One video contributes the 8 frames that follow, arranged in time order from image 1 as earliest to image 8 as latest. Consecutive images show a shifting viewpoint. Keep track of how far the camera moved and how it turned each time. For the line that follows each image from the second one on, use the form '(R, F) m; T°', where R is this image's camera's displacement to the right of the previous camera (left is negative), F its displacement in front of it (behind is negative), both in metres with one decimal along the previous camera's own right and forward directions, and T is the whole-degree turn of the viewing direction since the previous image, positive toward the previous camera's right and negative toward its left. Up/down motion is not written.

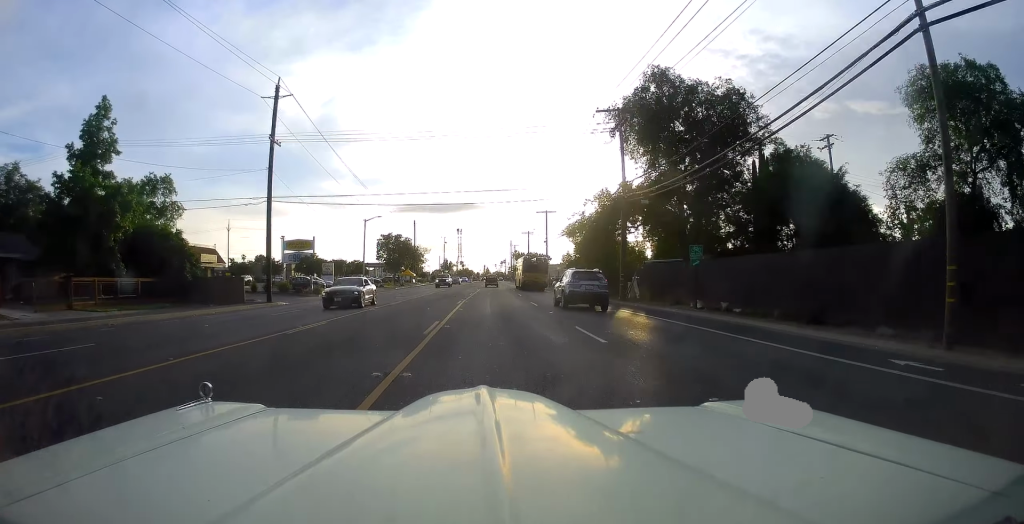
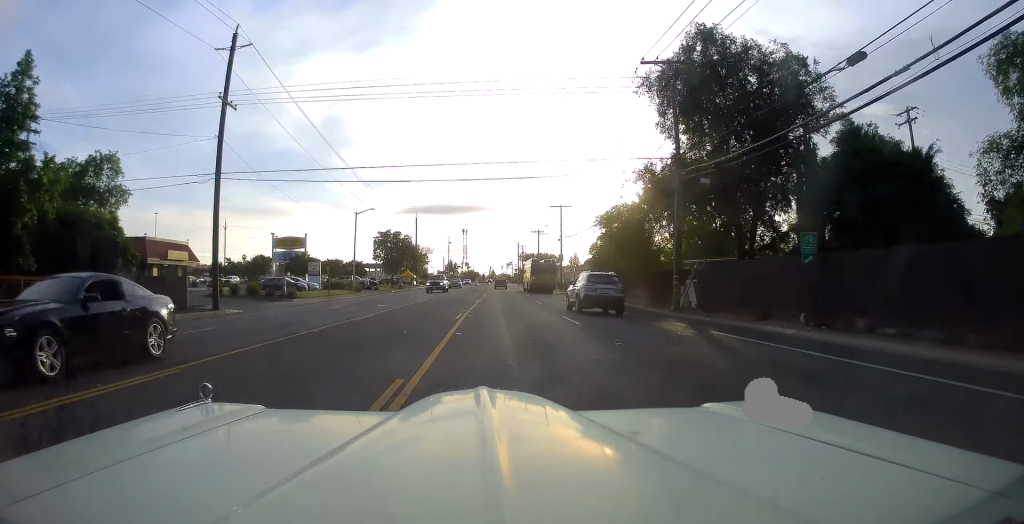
(0.0, +9.0) m; -1°
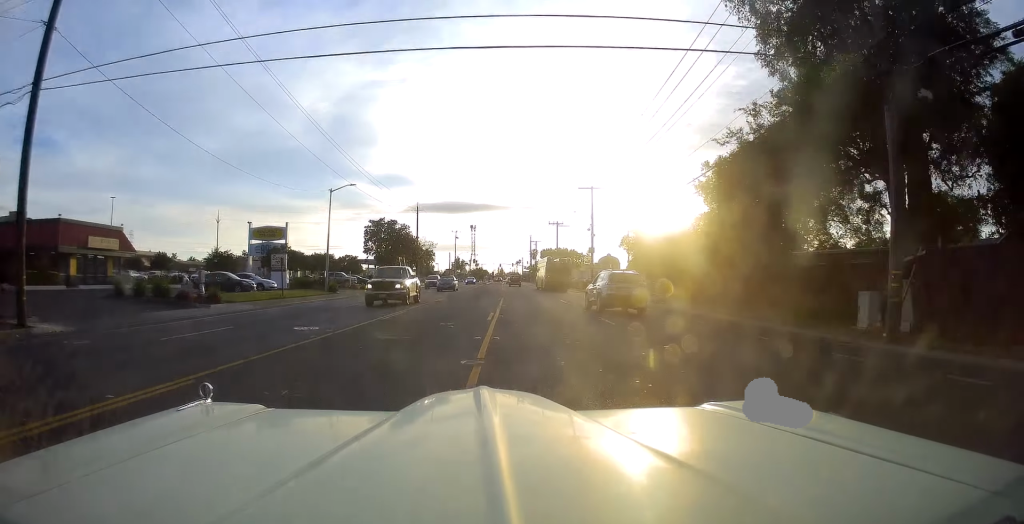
(-0.2, +15.0) m; -1°
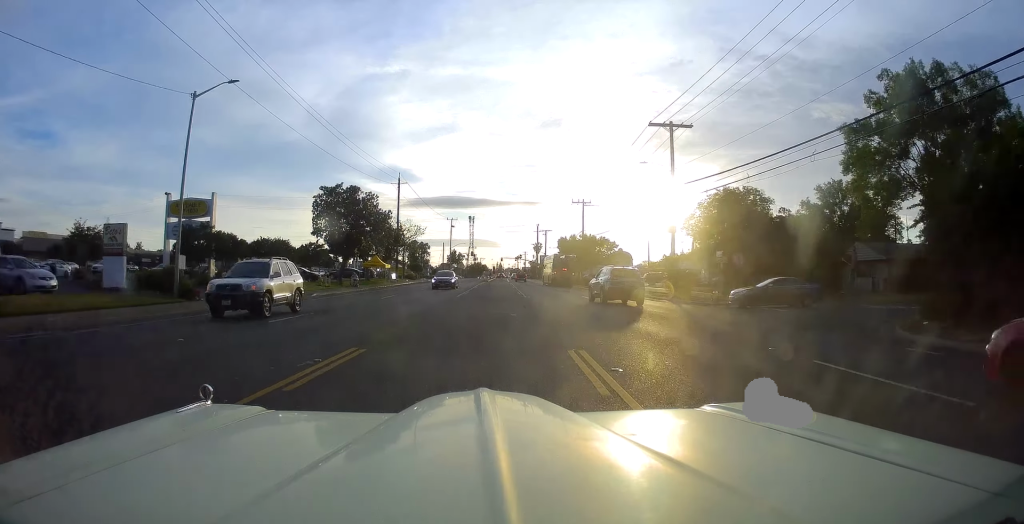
(+0.3, +25.3) m; +1°
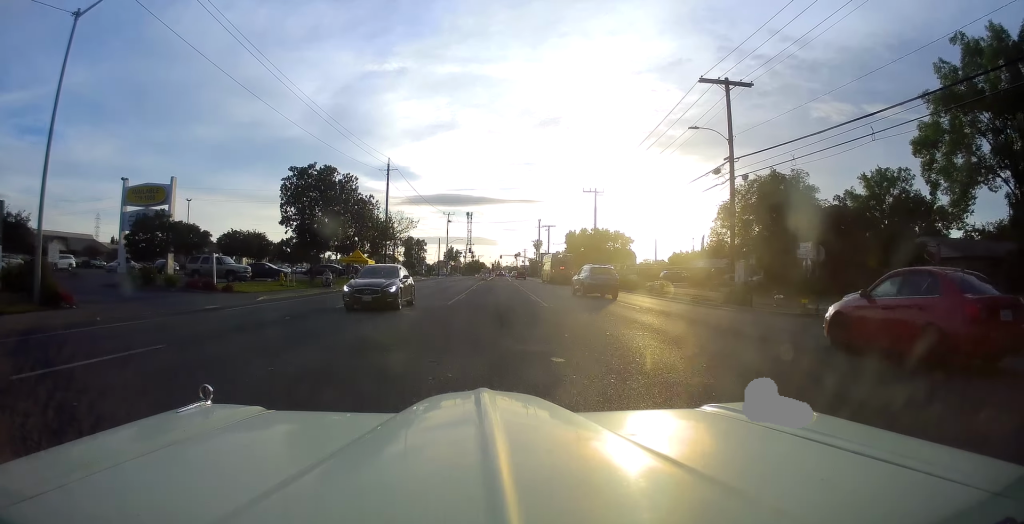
(-0.1, +9.4) m; -3°
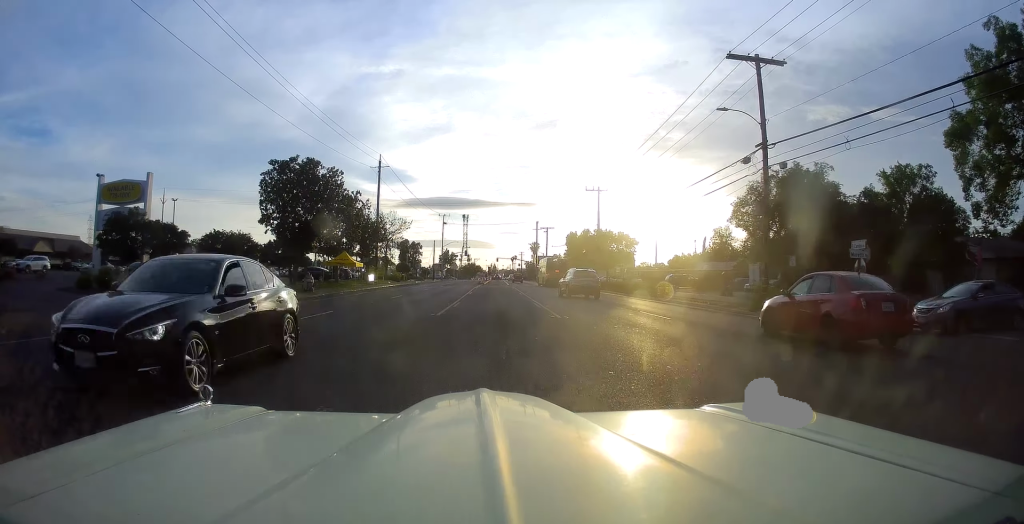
(-0.2, +4.2) m; -2°
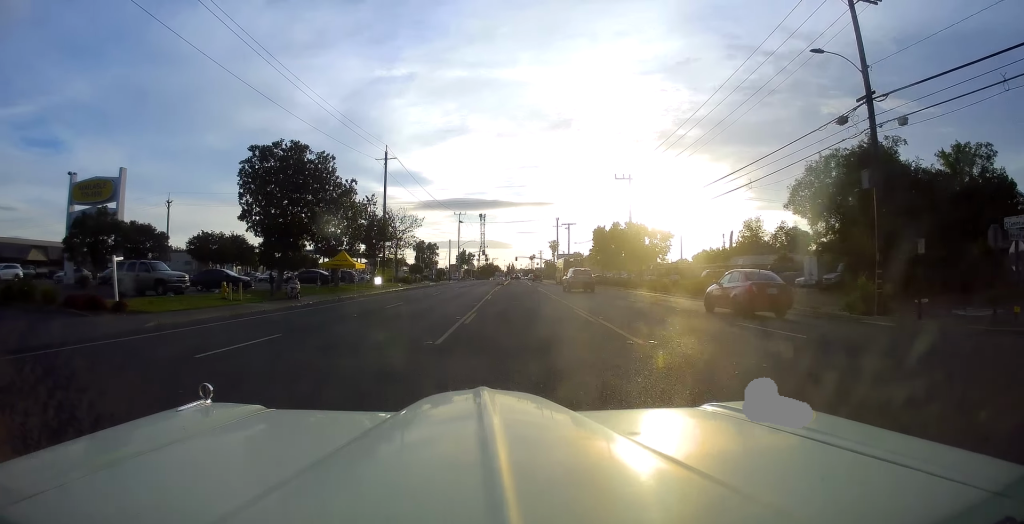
(-0.2, +7.1) m; -4°
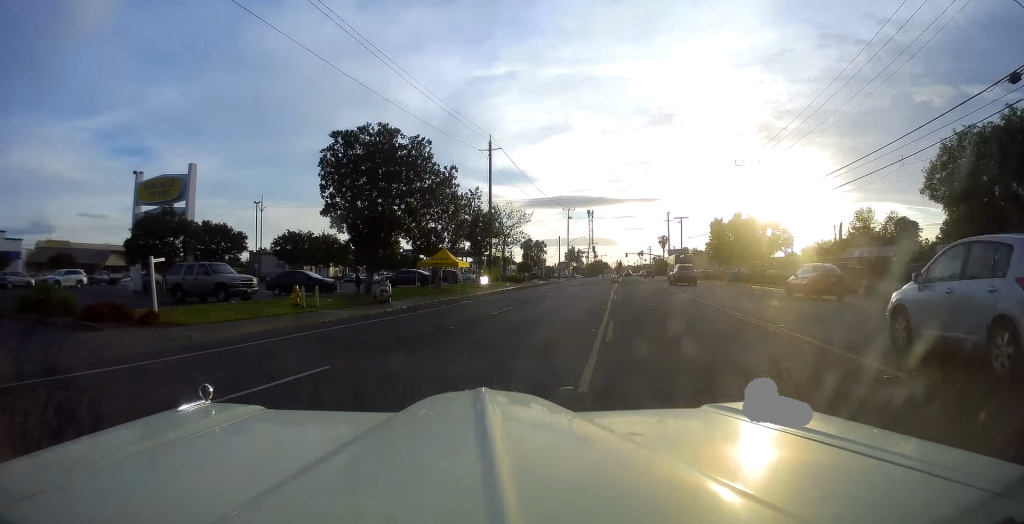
(-0.1, +4.3) m; -5°
